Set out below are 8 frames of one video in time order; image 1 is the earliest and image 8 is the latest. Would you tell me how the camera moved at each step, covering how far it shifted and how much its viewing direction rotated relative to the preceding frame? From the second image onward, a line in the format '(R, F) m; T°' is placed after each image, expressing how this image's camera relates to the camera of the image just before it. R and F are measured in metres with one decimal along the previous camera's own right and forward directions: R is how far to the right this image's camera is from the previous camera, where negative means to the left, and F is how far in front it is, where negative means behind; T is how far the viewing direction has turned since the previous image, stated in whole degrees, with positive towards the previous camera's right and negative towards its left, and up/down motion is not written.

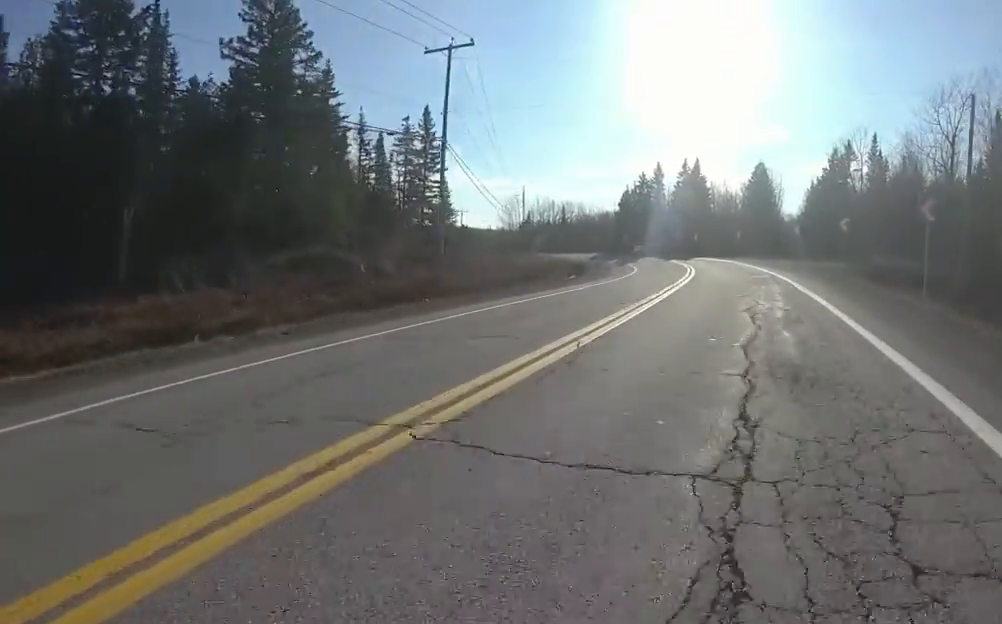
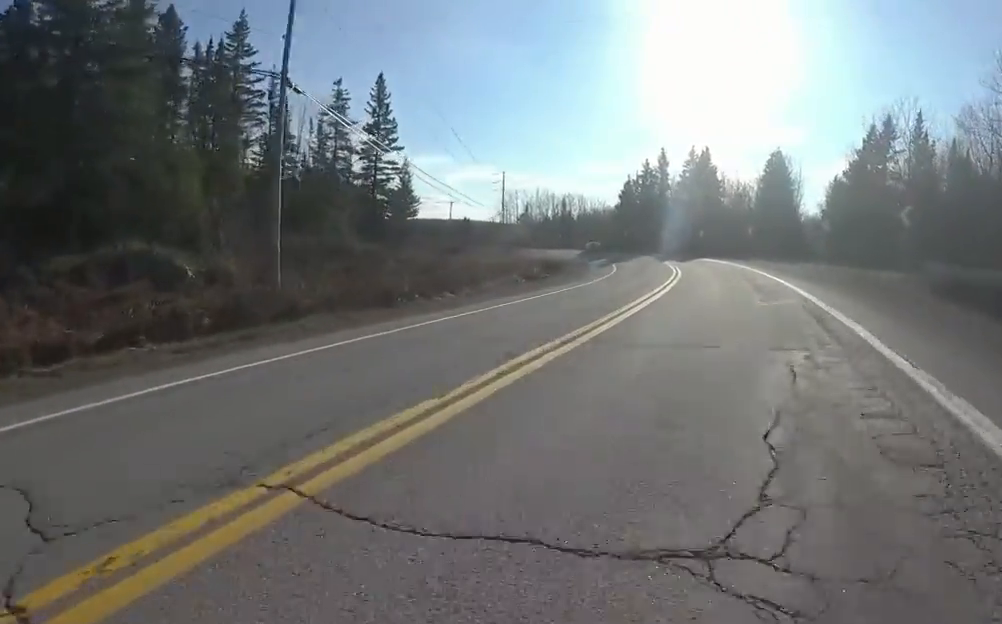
(-0.4, +10.5) m; -3°
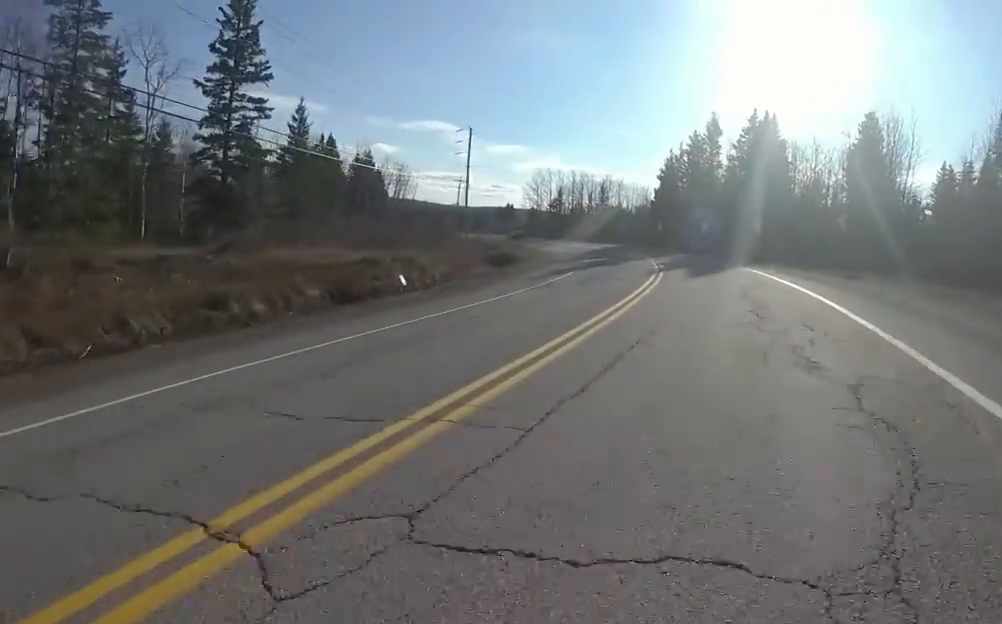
(+0.7, +22.0) m; -3°
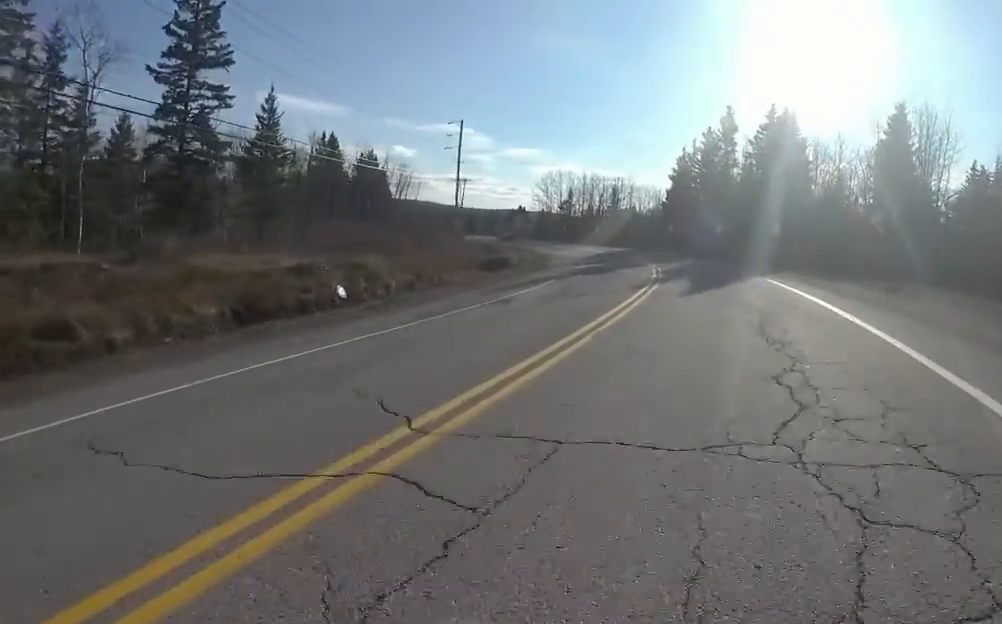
(0.0, +4.0) m; -4°
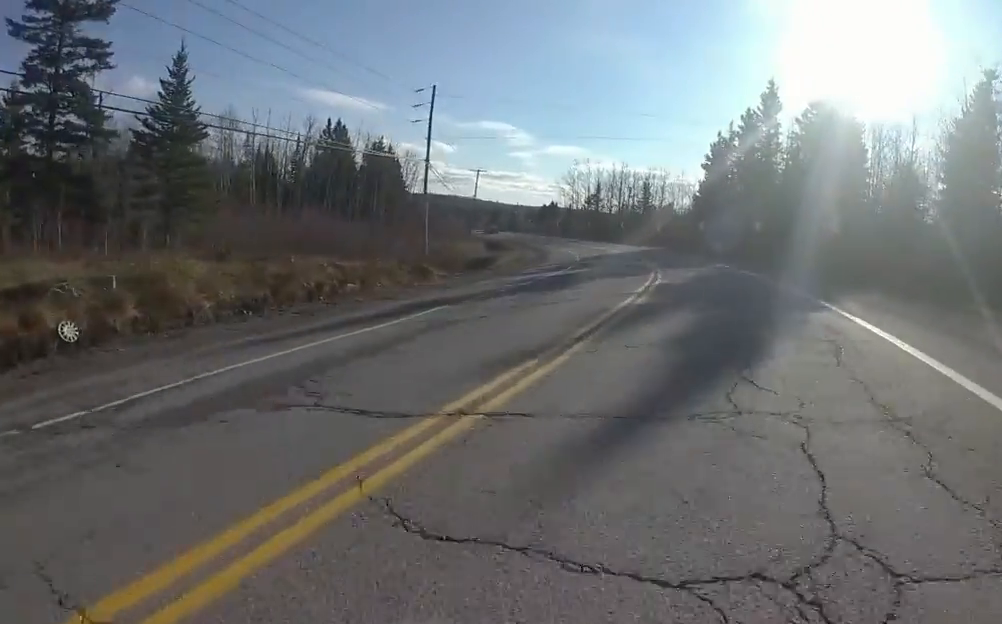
(-1.2, +8.9) m; -4°
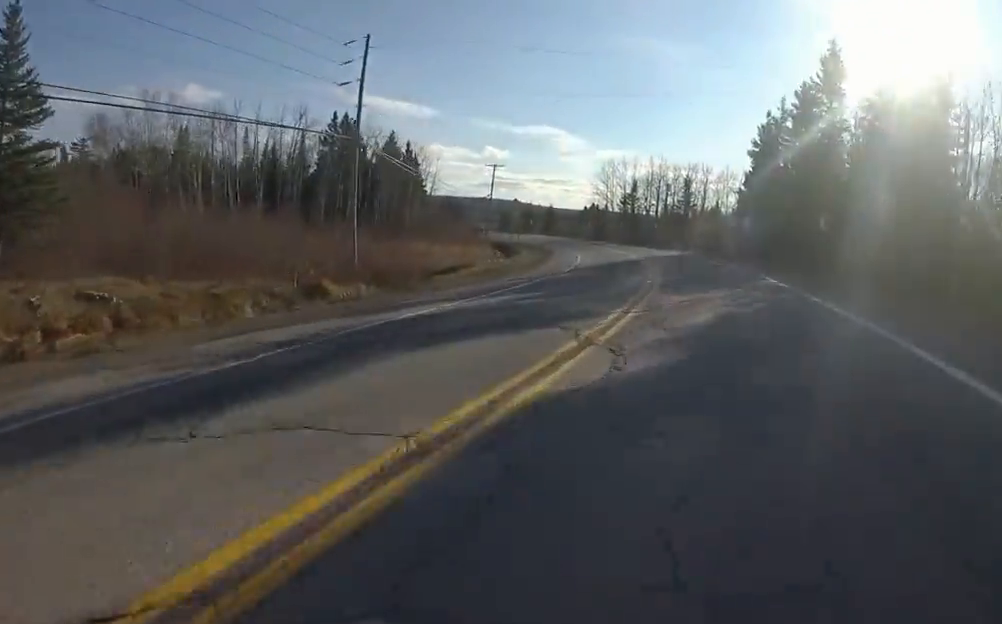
(+0.6, +10.4) m; -3°
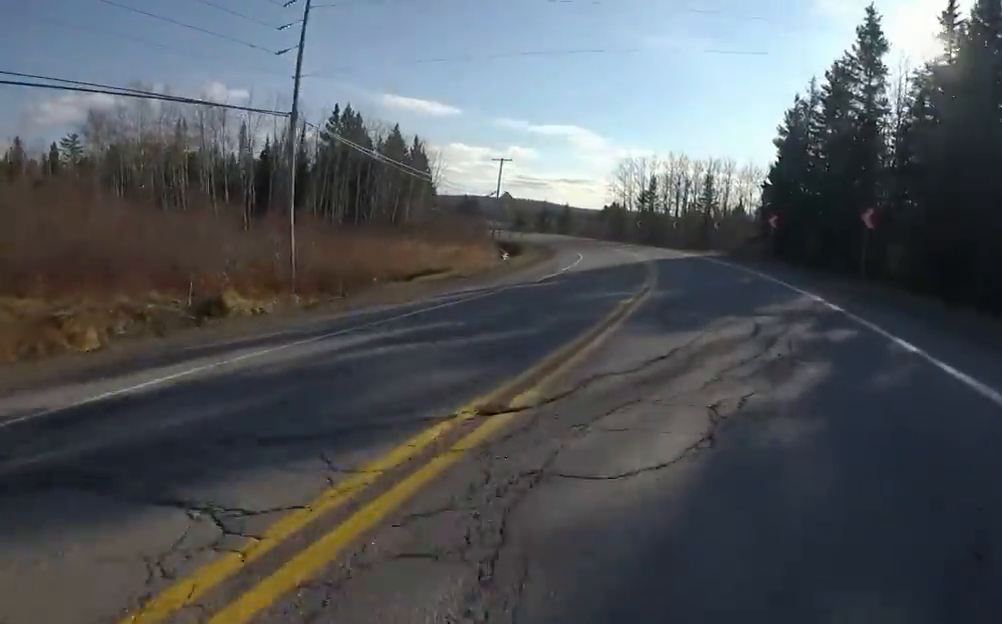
(-0.3, +5.1) m; -6°
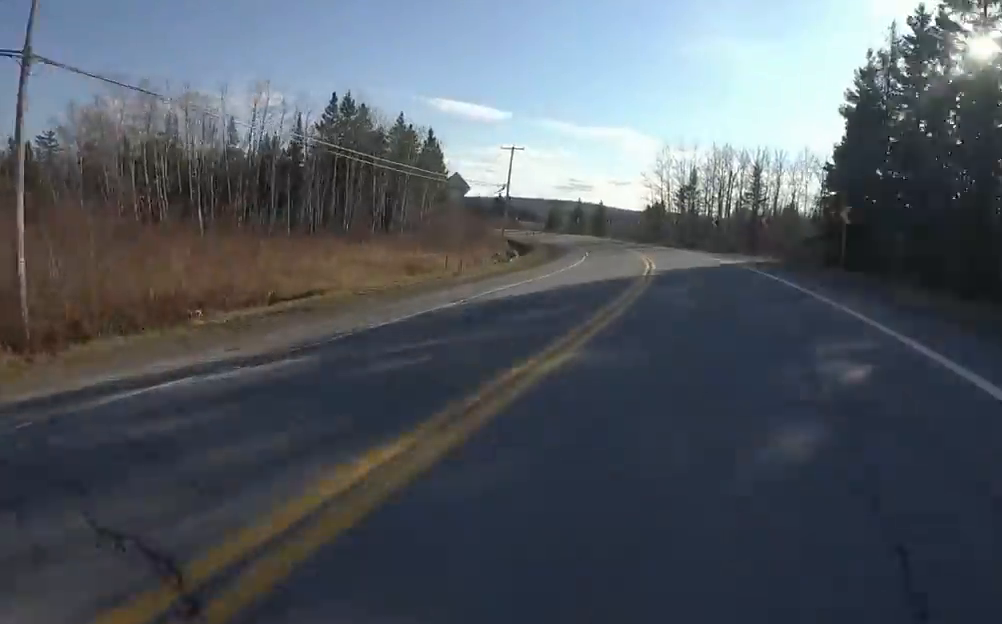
(-1.2, +10.7) m; -3°
